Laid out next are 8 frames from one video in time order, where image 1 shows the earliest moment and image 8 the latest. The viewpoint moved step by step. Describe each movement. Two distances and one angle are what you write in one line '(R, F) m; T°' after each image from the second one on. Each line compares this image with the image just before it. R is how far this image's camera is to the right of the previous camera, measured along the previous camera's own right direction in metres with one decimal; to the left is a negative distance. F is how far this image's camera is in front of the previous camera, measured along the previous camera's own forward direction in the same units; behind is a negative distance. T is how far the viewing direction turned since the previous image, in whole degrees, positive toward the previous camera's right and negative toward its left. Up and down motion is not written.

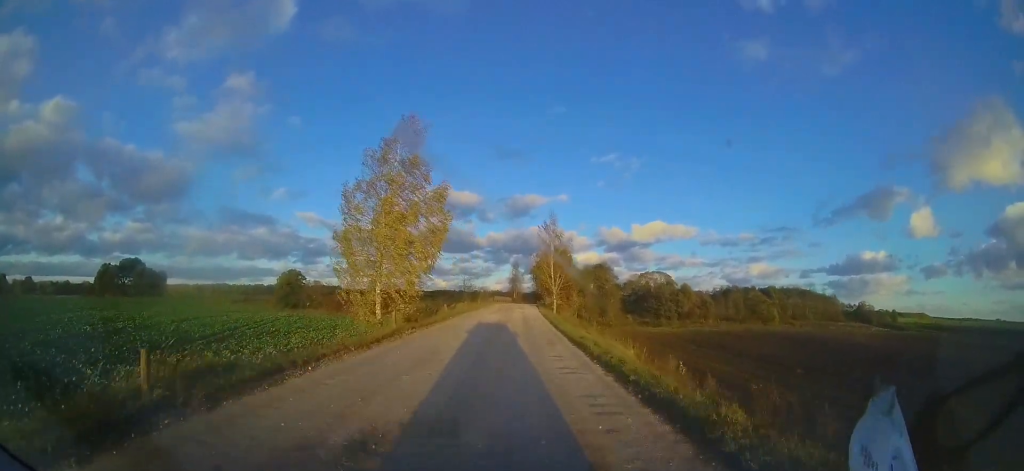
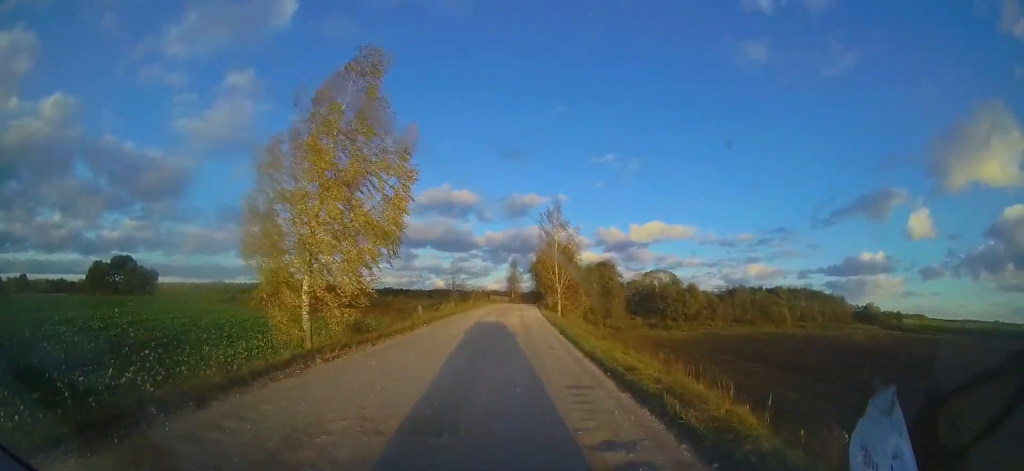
(+0.1, +5.6) m; +2°
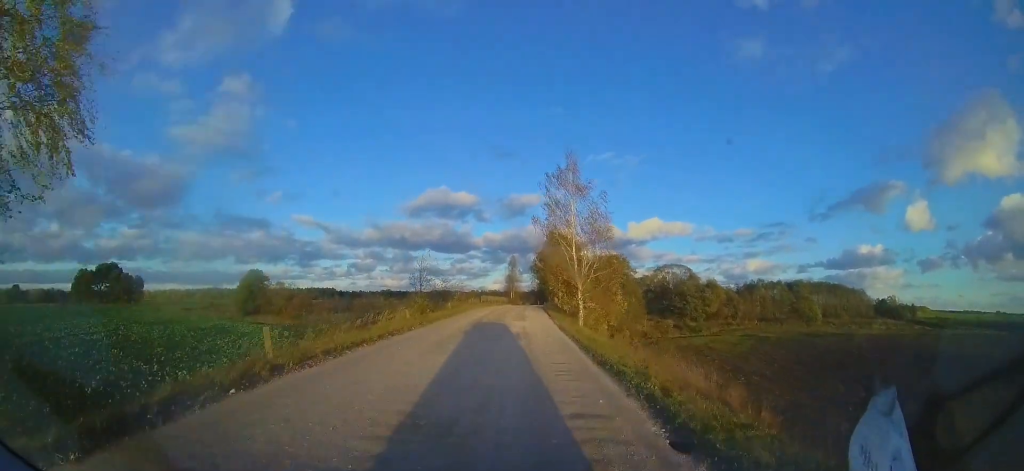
(+0.3, +10.6) m; +1°
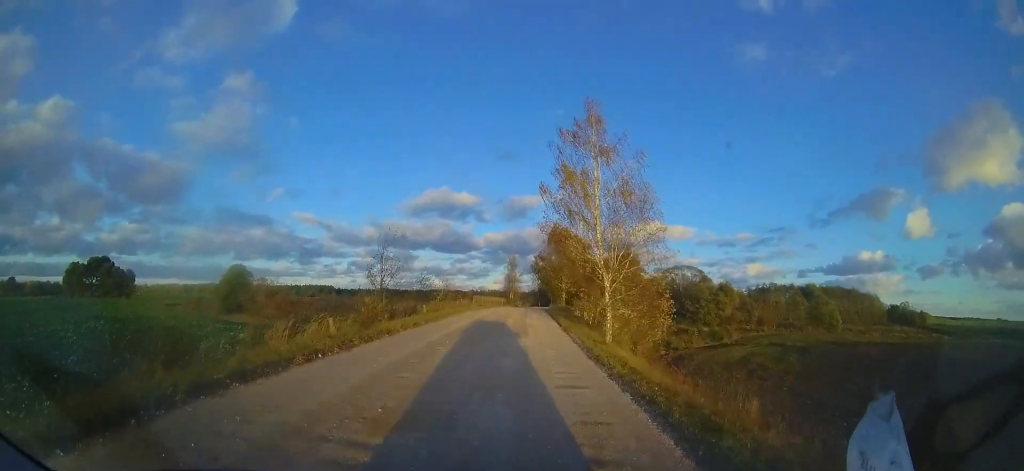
(+0.3, +6.5) m; 0°
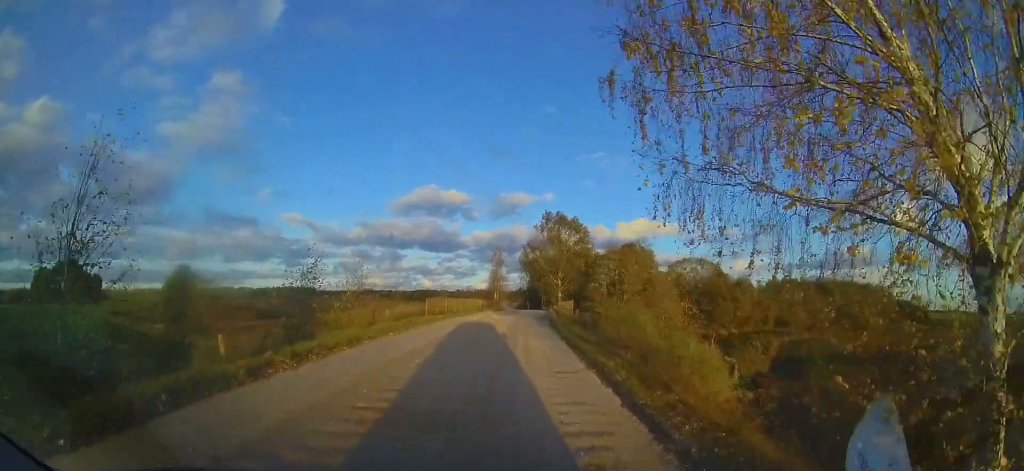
(-0.5, +12.6) m; -1°
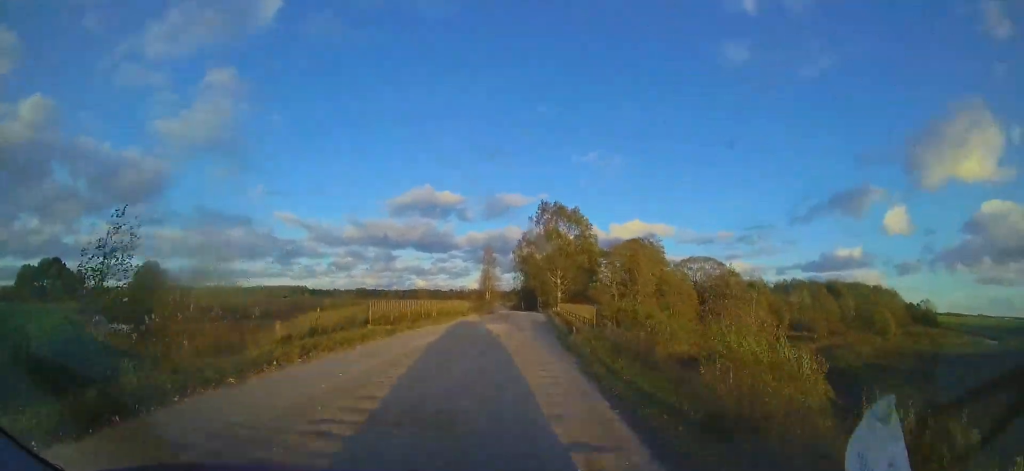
(+0.2, +6.5) m; +2°
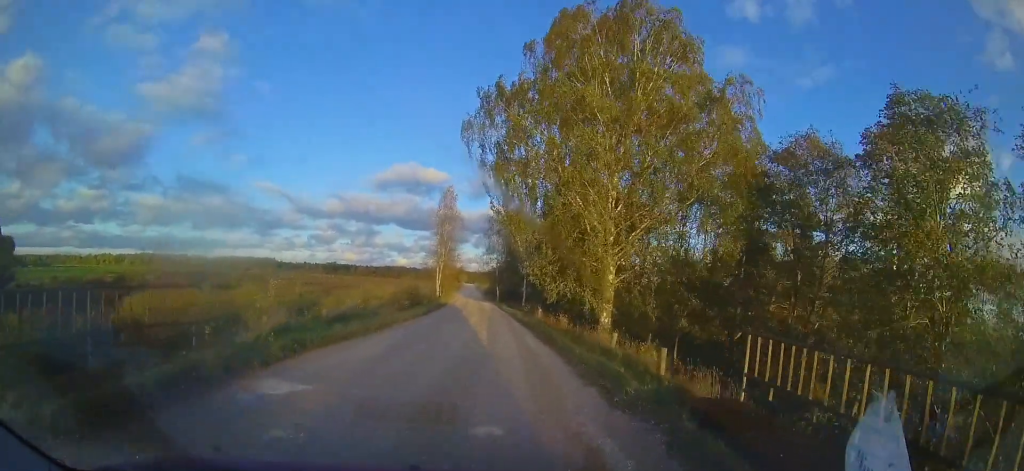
(0.0, +33.4) m; -1°
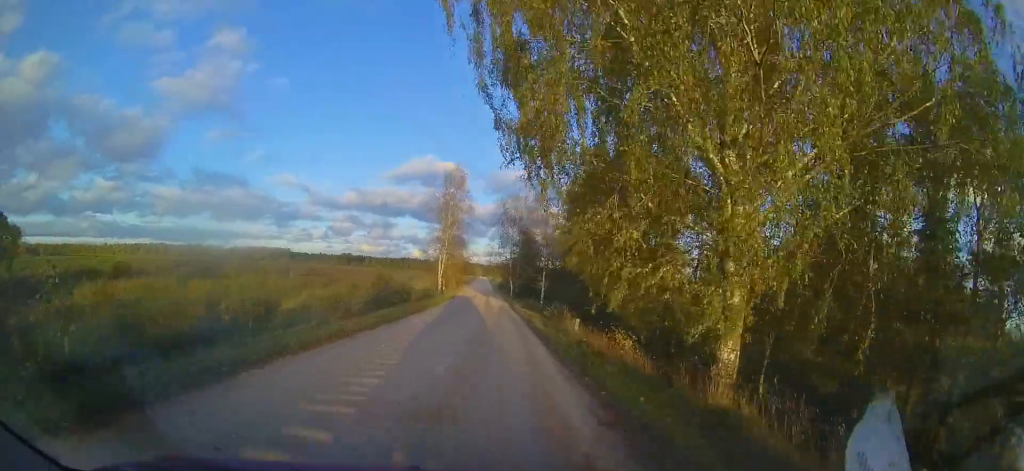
(0.0, +7.9) m; -3°
